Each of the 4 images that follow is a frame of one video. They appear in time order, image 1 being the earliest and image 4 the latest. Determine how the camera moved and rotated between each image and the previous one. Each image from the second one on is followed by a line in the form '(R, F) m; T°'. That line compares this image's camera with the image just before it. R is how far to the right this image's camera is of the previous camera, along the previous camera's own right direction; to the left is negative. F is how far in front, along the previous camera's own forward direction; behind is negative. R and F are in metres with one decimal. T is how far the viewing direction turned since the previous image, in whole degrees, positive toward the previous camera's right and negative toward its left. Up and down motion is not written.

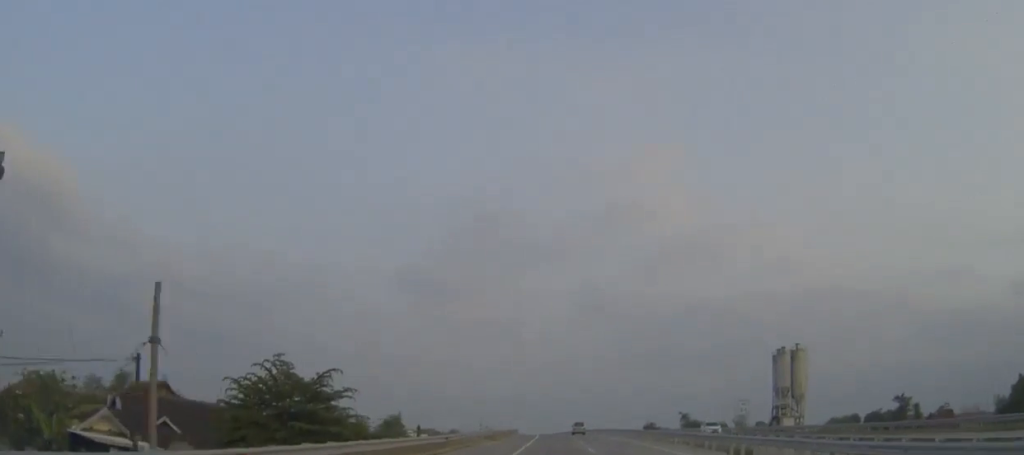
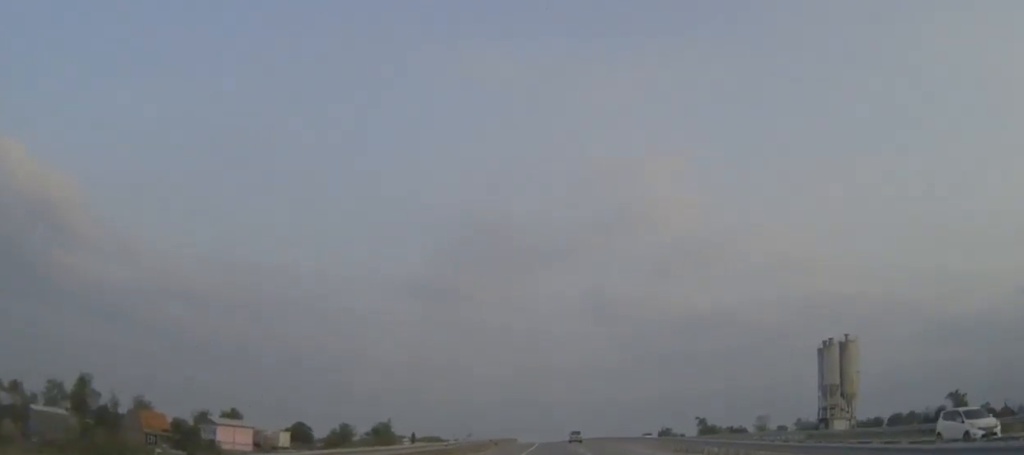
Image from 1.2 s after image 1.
(-0.2, +26.1) m; -1°
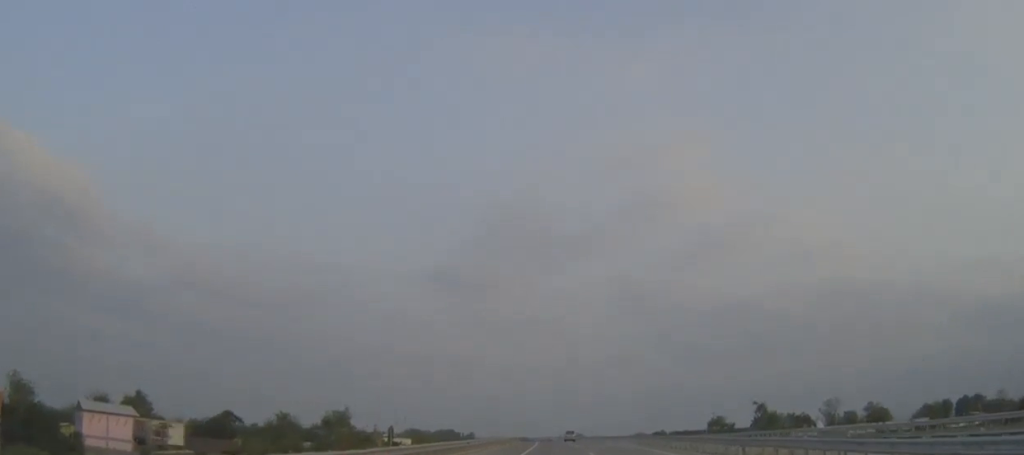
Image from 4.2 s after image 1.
(-1.1, +65.4) m; -2°
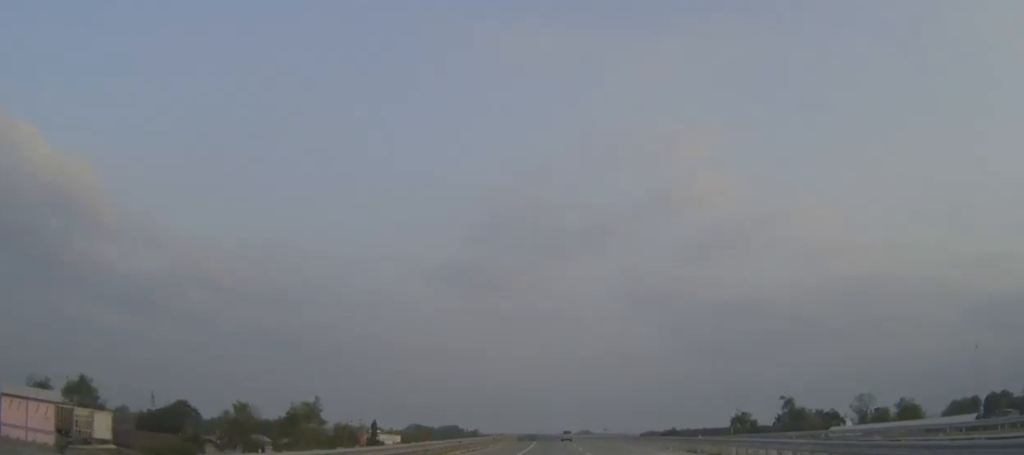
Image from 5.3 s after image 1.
(-0.1, +25.1) m; -1°
